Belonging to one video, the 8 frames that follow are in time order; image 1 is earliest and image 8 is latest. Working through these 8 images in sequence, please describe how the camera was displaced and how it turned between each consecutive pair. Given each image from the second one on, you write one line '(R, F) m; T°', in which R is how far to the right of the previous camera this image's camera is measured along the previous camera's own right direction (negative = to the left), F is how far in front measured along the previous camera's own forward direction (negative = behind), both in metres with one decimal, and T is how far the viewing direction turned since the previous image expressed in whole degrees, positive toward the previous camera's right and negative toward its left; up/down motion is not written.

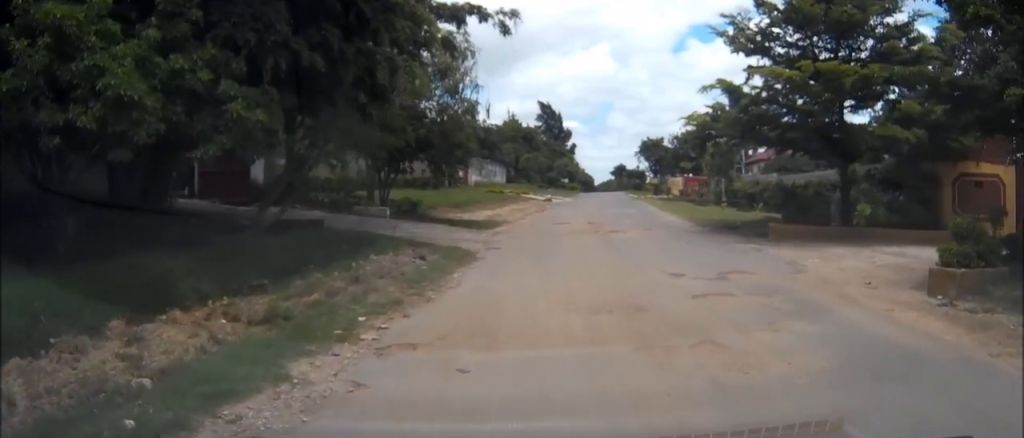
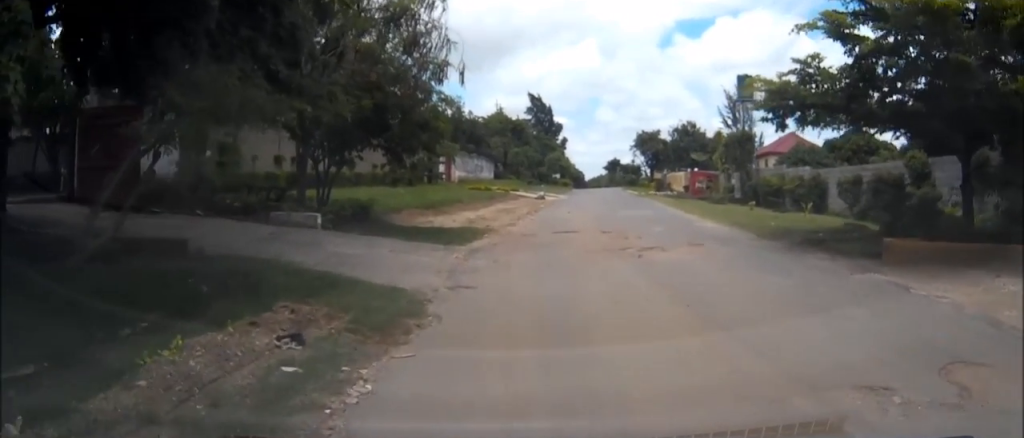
(+0.1, +6.9) m; +1°
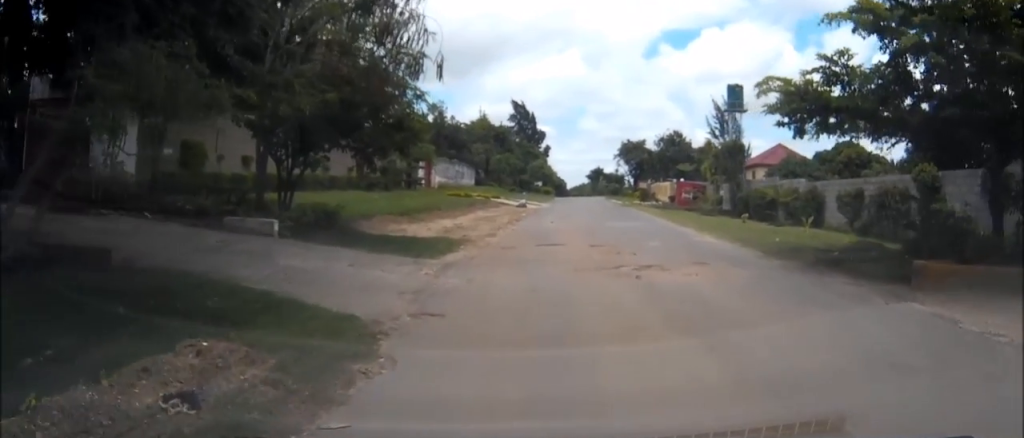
(0.0, +1.8) m; +4°
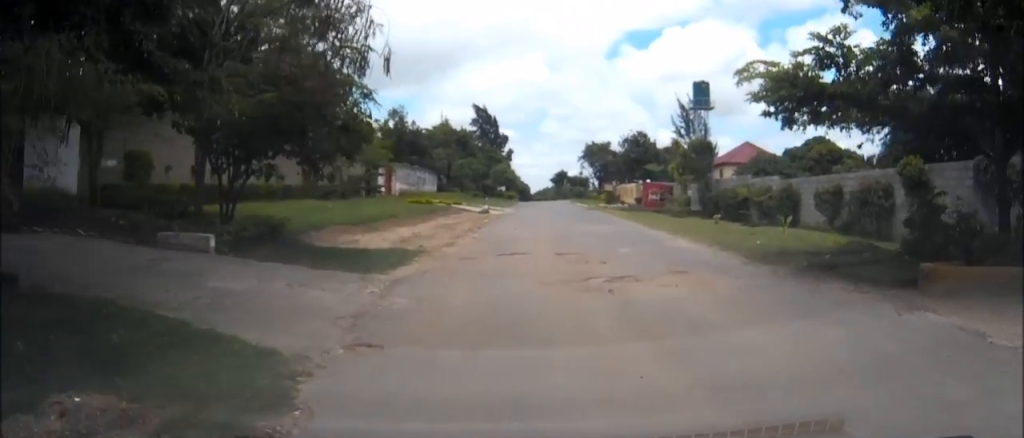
(0.0, +1.4) m; +5°
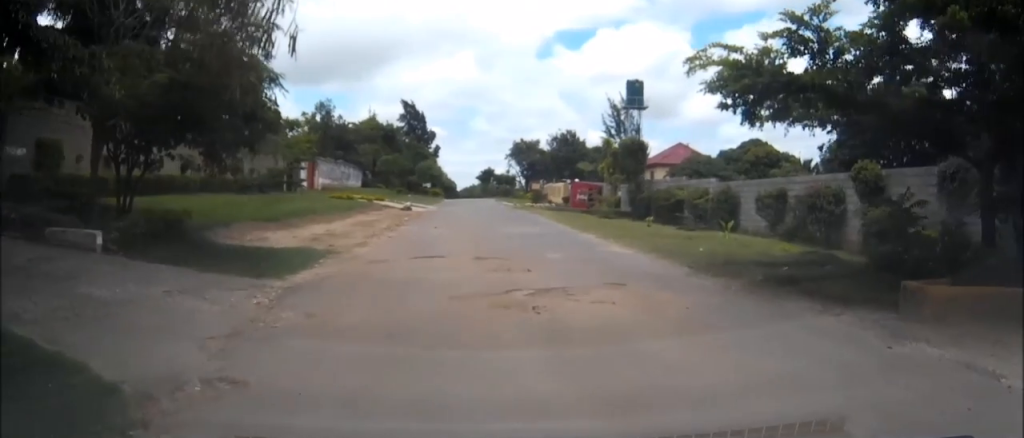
(+0.1, +1.5) m; +5°
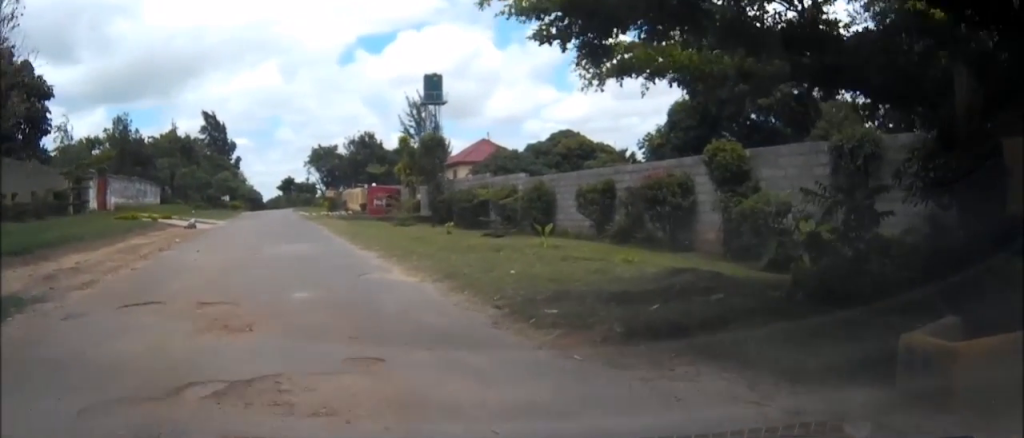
(+0.5, +4.2) m; +5°
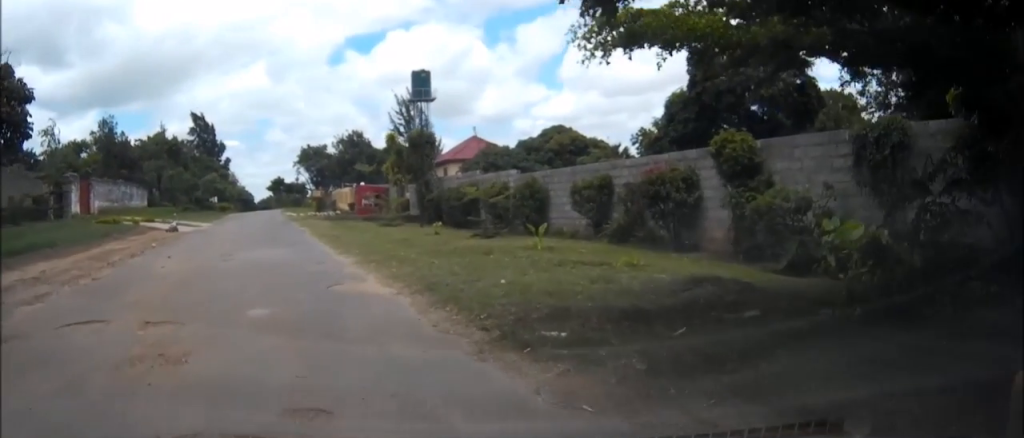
(+0.1, +1.6) m; -2°
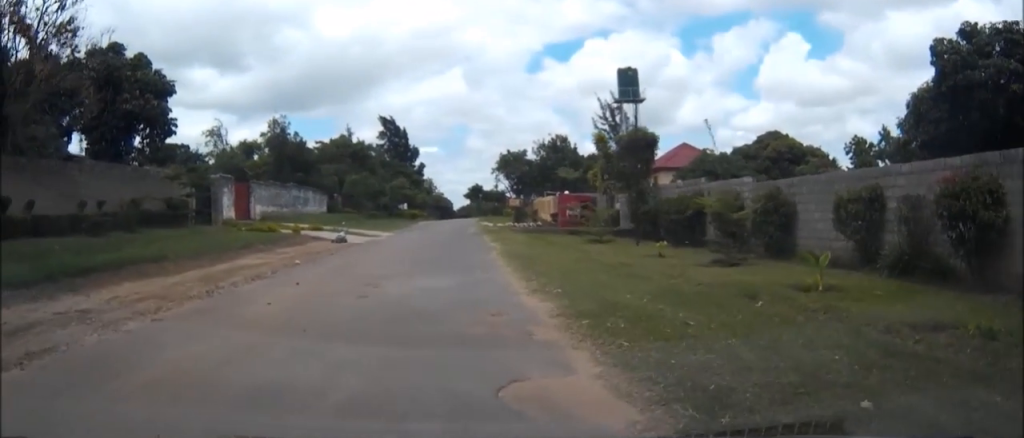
(-0.9, +5.1) m; -14°
